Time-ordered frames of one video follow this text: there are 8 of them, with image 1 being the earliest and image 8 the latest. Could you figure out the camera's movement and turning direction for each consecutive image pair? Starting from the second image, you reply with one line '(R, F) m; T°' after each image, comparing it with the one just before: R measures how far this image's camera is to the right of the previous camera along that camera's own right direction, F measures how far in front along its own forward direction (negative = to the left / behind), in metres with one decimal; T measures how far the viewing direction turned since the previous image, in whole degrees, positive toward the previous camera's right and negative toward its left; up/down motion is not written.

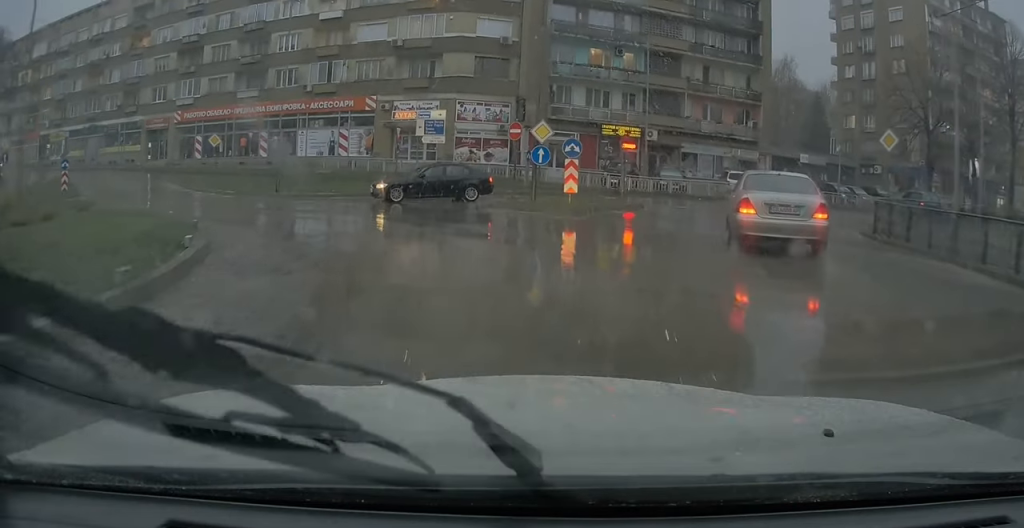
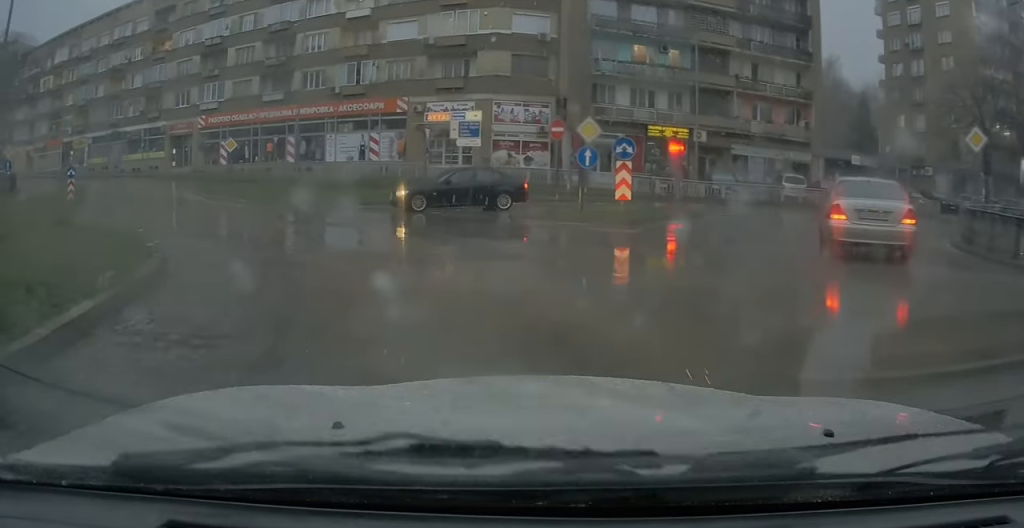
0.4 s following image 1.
(0.0, +2.9) m; -7°
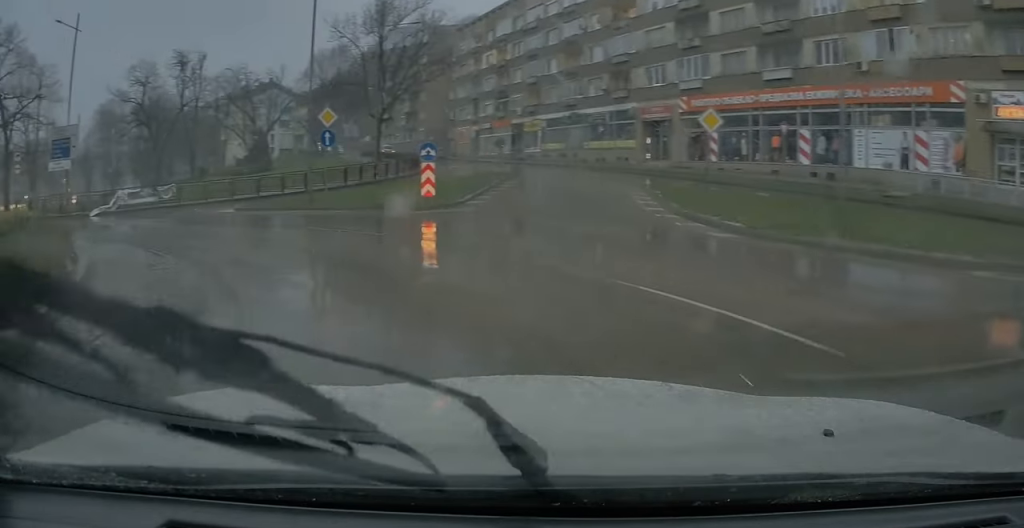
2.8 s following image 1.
(-4.5, +14.0) m; -43°
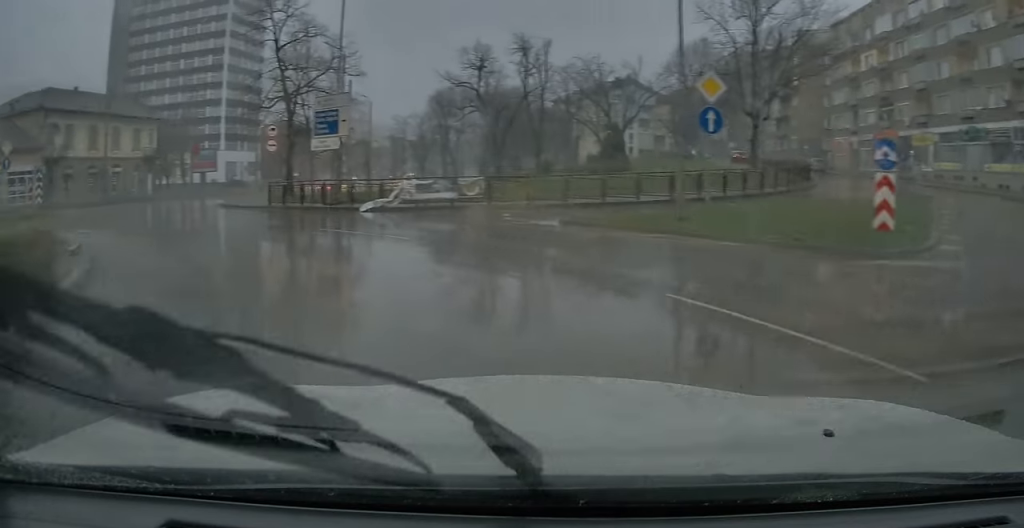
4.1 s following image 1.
(-3.1, +7.8) m; -35°
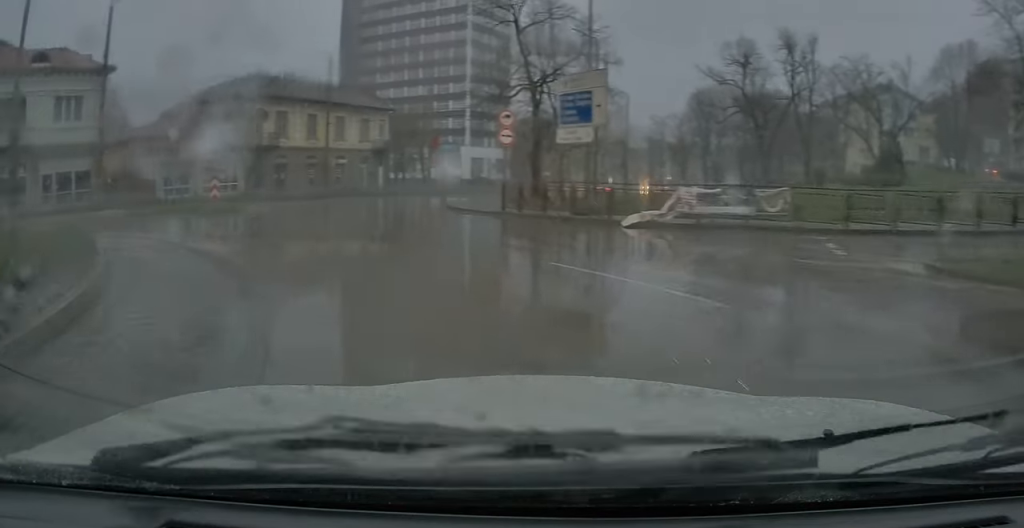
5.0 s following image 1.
(-0.9, +5.6) m; -19°
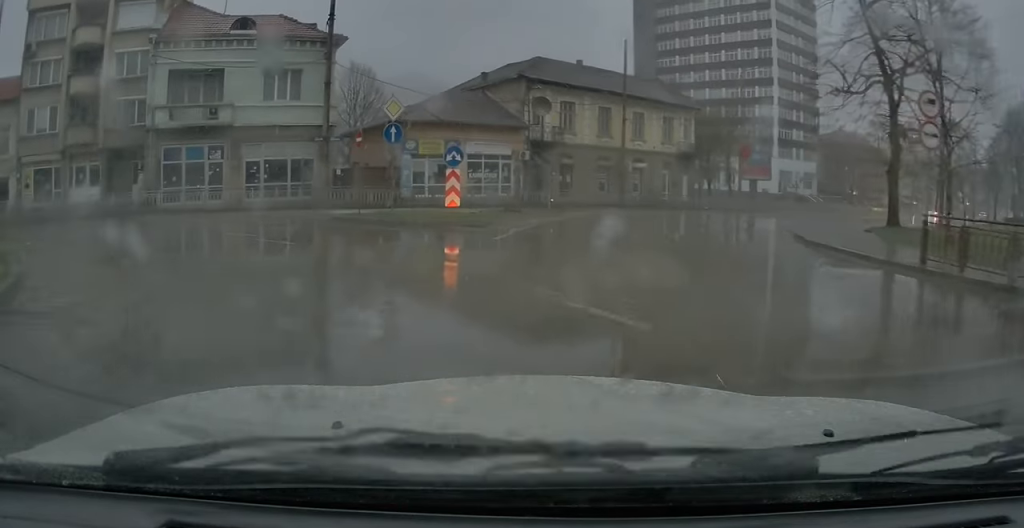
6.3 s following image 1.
(-1.8, +9.2) m; -10°
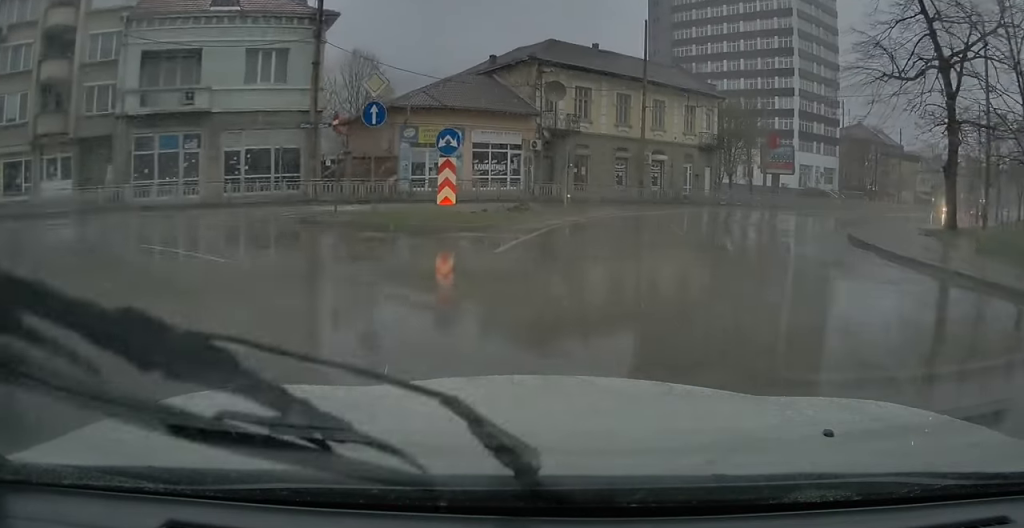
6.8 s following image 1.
(-0.2, +3.7) m; +2°
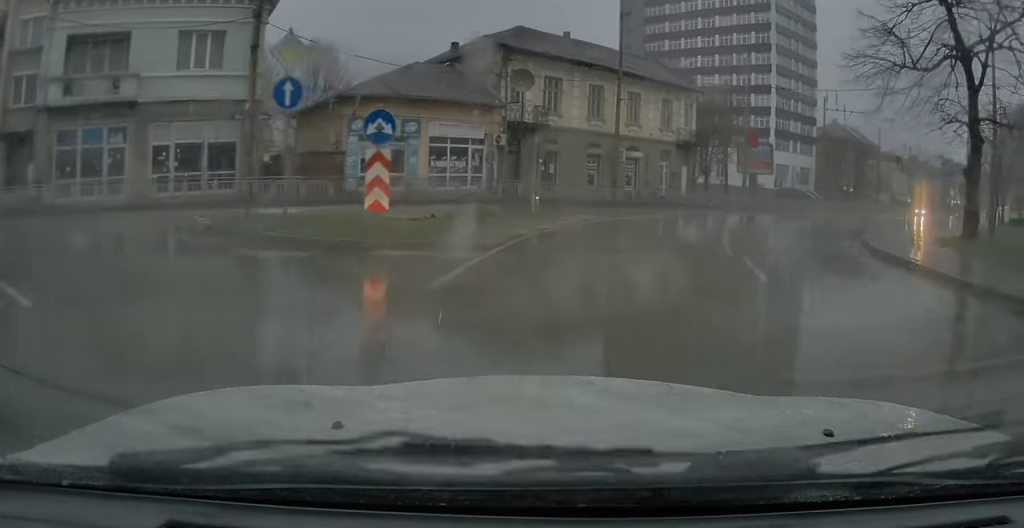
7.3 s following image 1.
(+0.3, +3.8) m; +5°
